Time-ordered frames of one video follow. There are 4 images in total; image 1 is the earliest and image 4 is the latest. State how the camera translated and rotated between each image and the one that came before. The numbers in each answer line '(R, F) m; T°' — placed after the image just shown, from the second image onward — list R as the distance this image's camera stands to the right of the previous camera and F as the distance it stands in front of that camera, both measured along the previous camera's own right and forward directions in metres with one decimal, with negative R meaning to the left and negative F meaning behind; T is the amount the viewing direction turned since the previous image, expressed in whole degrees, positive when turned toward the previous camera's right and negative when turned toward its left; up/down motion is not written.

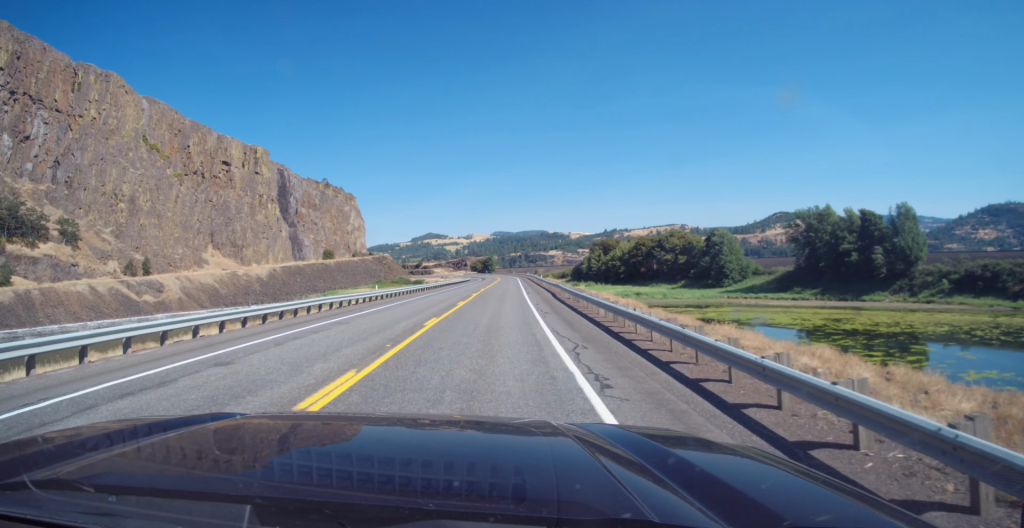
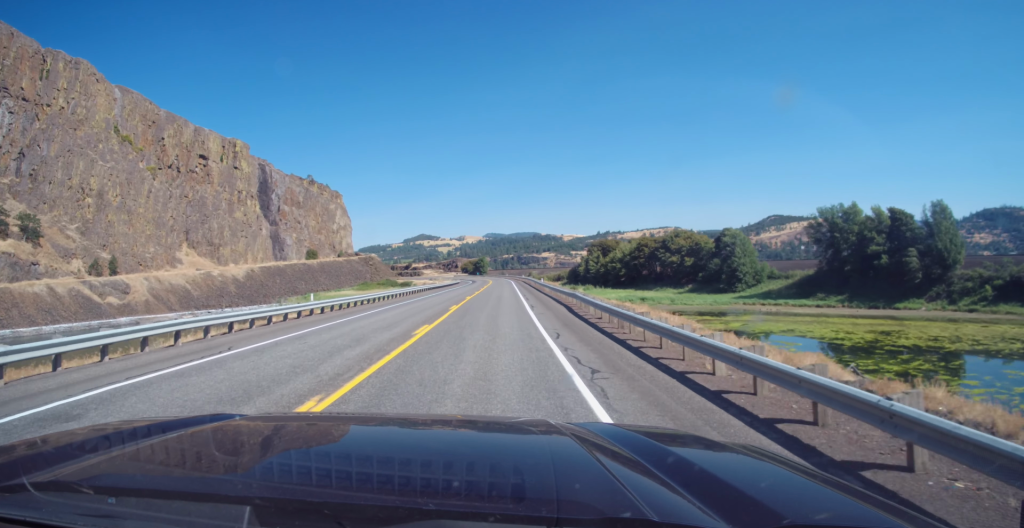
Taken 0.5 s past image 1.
(+0.2, +13.7) m; +1°
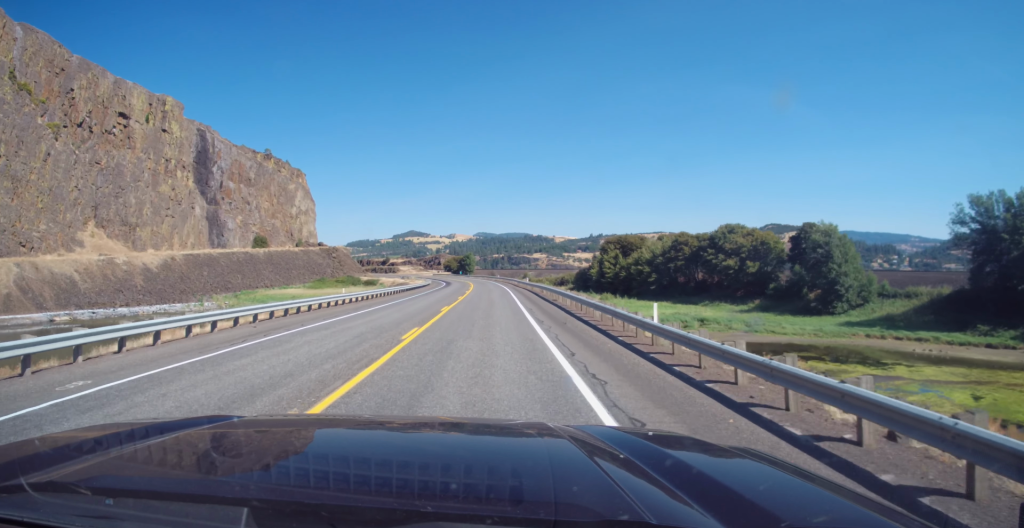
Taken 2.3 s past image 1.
(+1.3, +50.1) m; +1°
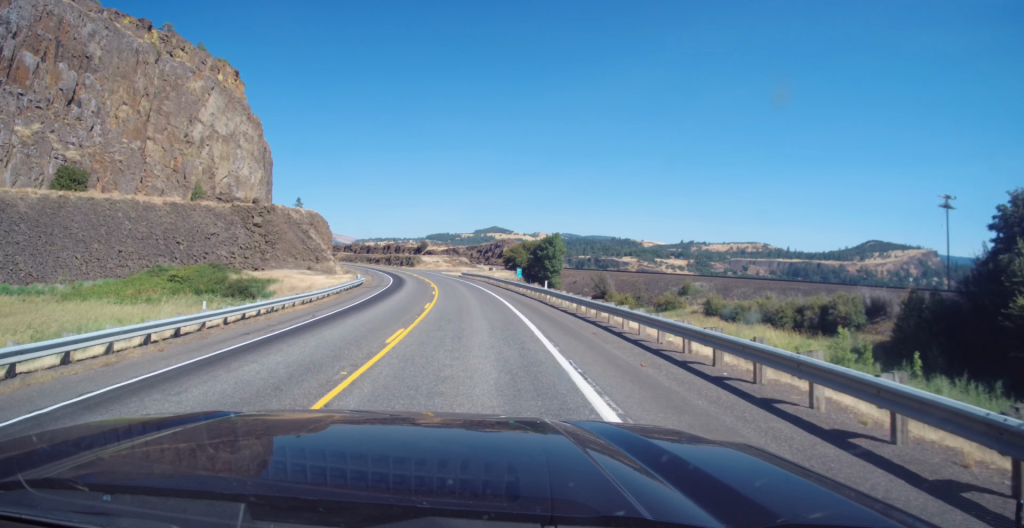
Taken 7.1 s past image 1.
(-4.0, +136.0) m; -6°
